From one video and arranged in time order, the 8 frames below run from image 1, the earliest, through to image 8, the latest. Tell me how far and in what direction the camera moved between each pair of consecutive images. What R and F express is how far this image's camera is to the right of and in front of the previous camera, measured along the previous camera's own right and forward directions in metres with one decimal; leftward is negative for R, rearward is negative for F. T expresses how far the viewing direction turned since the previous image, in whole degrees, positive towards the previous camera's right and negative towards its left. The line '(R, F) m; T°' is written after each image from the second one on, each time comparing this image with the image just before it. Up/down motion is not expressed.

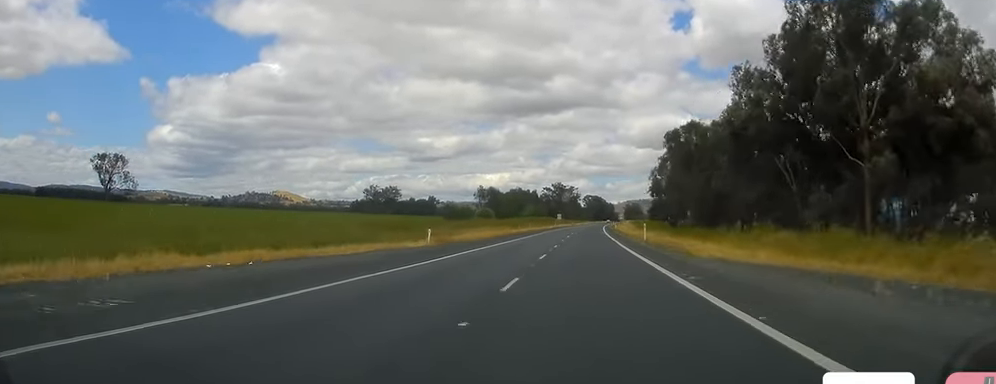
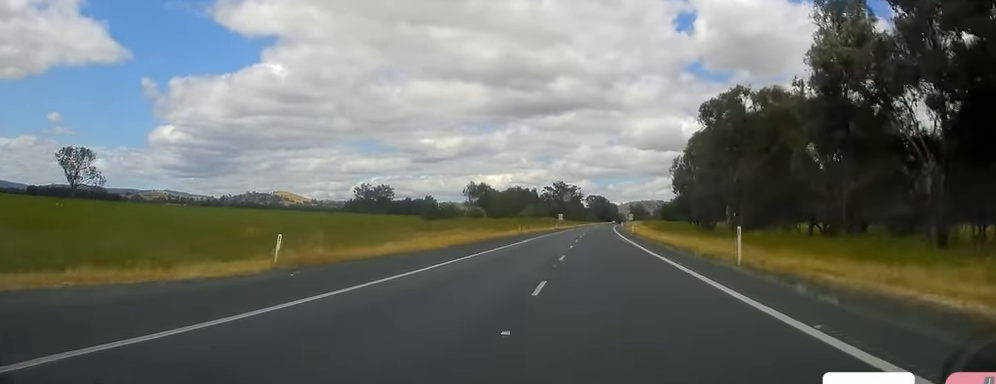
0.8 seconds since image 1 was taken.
(+0.5, +24.6) m; 0°
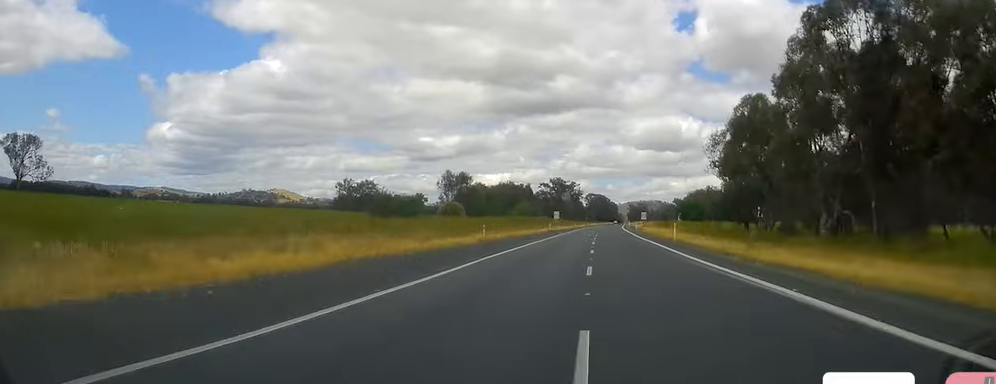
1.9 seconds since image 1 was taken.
(-0.7, +31.5) m; -2°
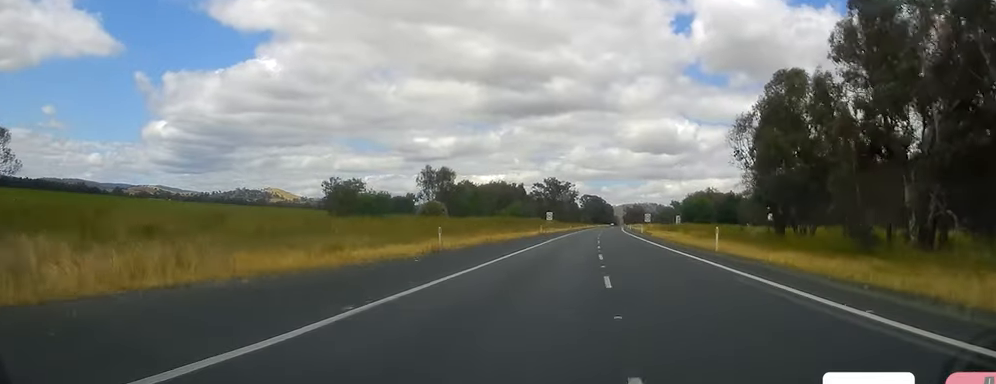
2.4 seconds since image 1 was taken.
(-0.4, +14.7) m; 0°
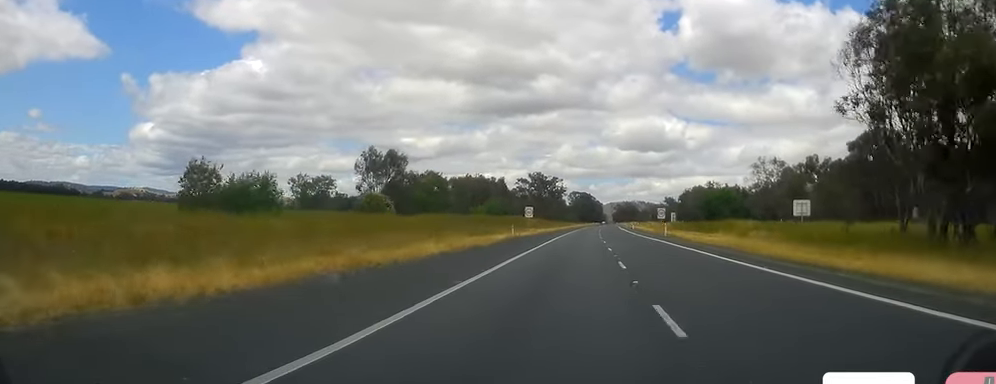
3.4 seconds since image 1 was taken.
(+0.6, +30.4) m; +2°
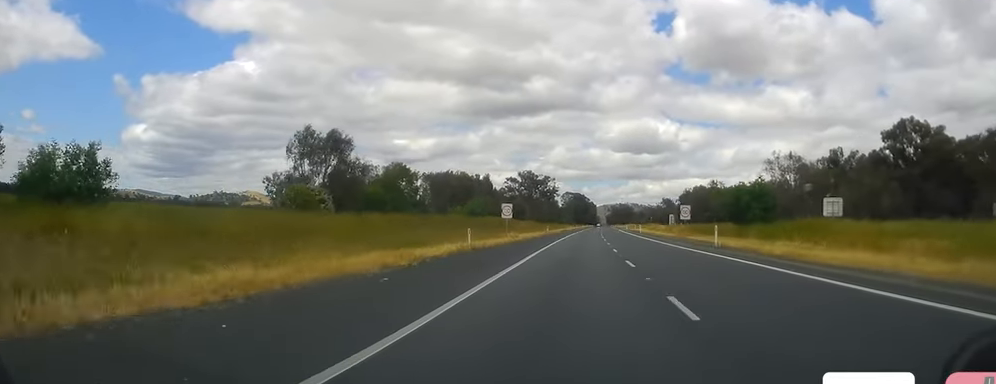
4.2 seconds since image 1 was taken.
(+0.3, +22.6) m; +1°
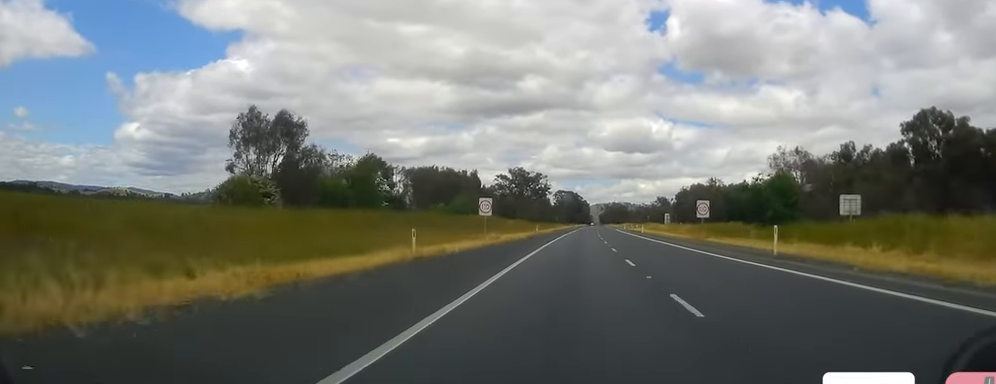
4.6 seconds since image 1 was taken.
(0.0, +11.8) m; +1°
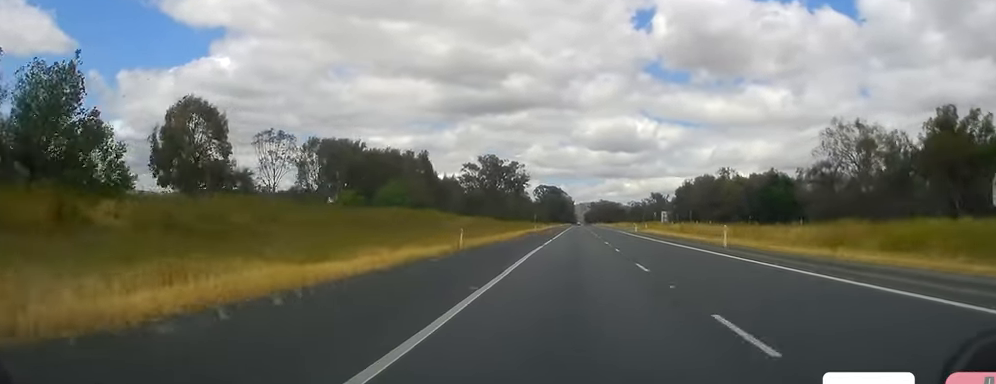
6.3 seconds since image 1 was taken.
(+1.2, +51.3) m; +1°
